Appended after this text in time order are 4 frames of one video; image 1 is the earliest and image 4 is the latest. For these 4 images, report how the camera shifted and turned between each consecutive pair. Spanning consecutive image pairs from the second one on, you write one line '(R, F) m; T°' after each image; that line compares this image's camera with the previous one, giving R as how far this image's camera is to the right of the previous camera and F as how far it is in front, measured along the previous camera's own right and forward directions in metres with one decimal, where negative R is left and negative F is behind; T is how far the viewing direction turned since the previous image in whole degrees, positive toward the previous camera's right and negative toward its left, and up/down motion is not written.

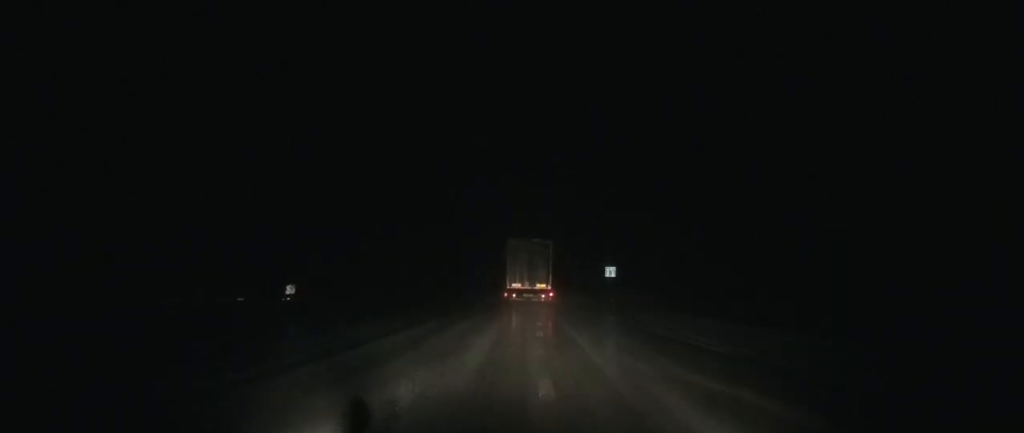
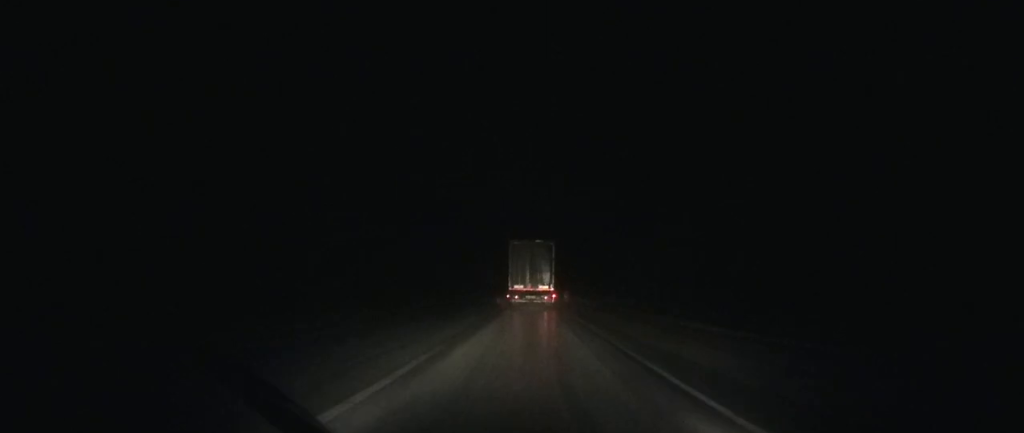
(-2.4, +148.9) m; -1°
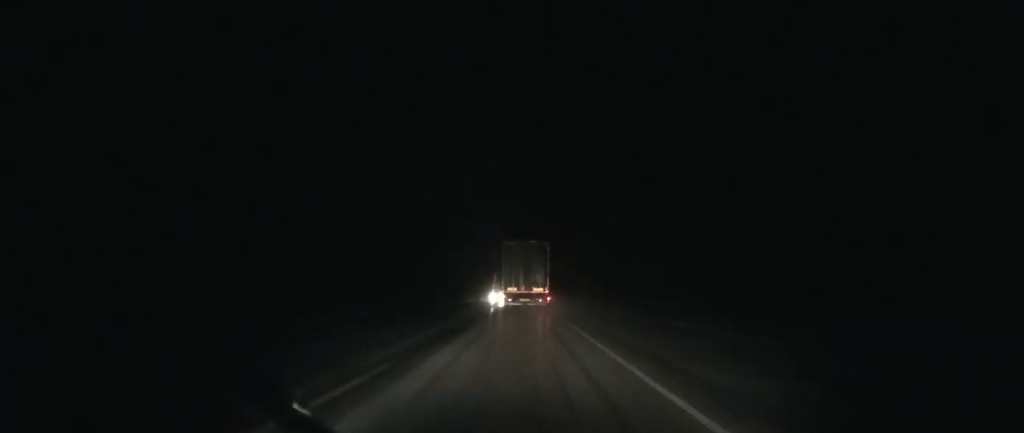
(+0.1, +83.0) m; 0°
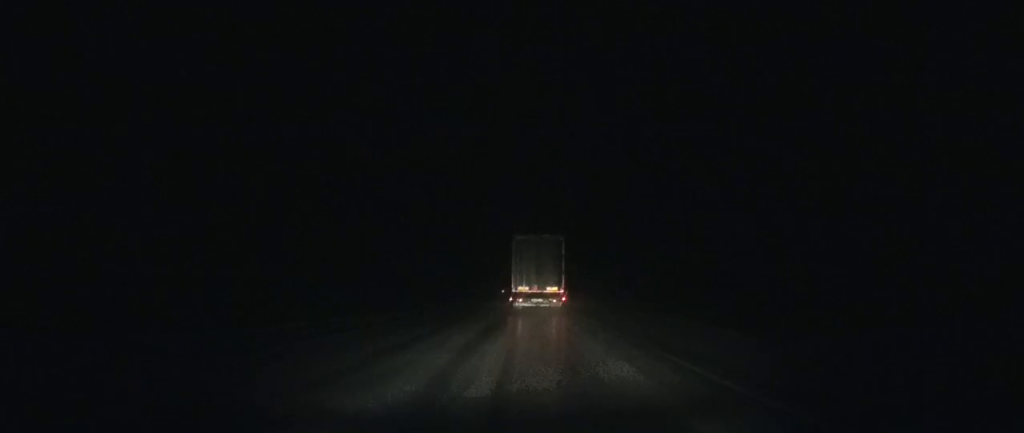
(+1.1, +232.3) m; 0°
